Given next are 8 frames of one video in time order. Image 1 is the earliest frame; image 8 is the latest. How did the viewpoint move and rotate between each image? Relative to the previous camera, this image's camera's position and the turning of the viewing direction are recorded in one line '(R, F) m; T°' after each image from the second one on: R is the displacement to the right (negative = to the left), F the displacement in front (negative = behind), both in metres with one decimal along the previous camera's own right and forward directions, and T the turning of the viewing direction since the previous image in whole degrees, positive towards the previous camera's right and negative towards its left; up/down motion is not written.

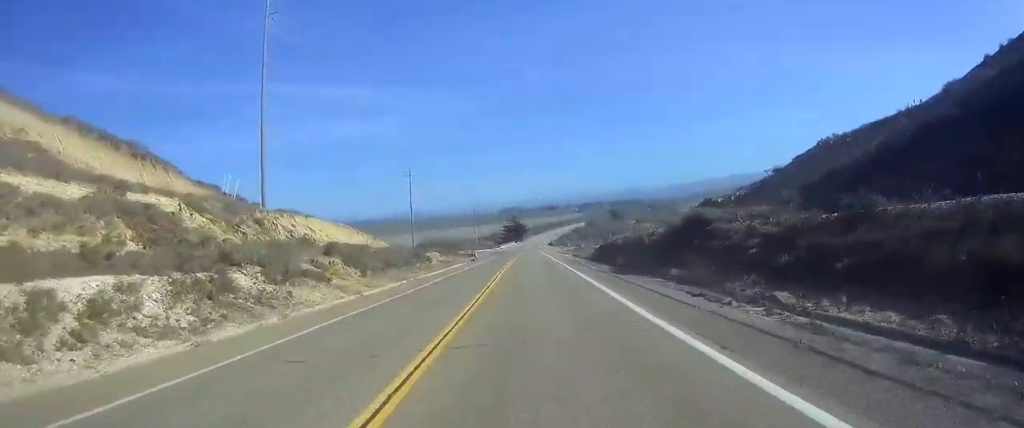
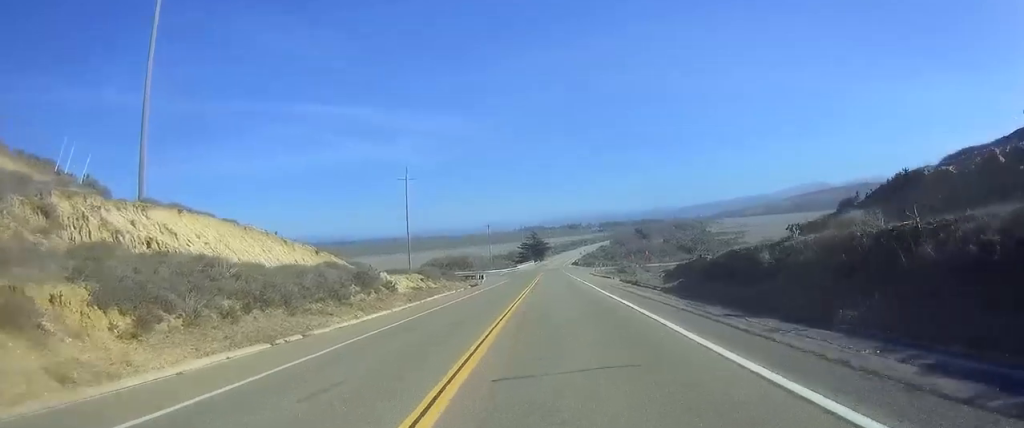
(0.0, +27.8) m; 0°
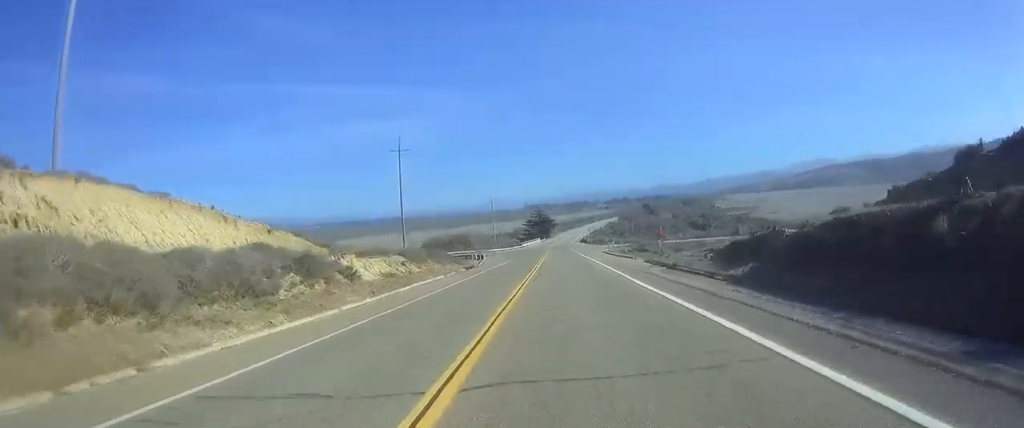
(0.0, +10.5) m; 0°
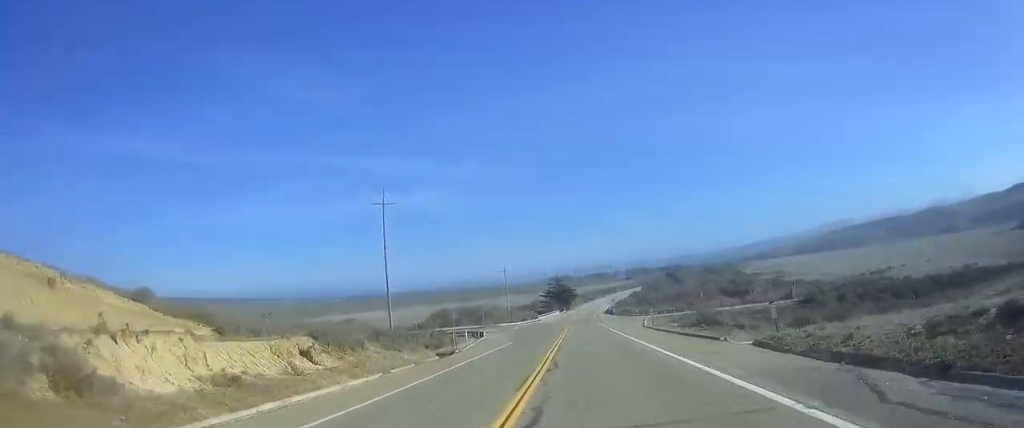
(+0.2, +21.8) m; +1°
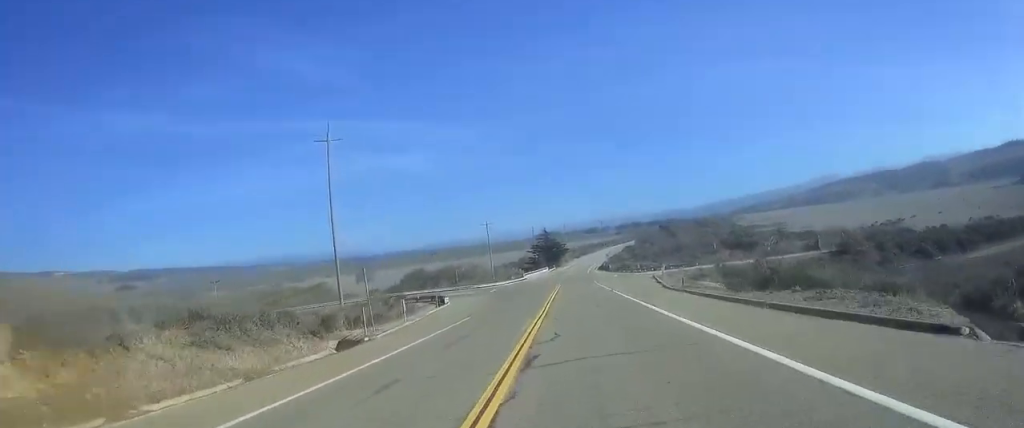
(+0.1, +17.9) m; 0°
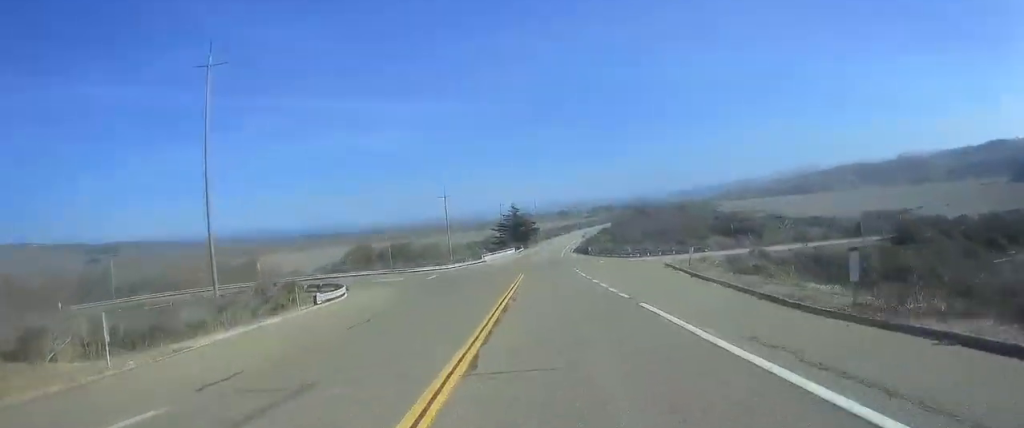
(+0.1, +23.5) m; 0°
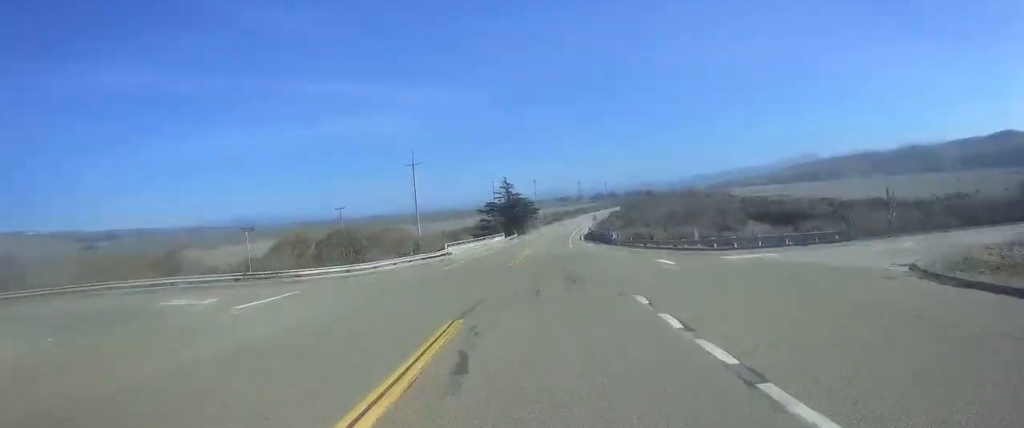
(+0.3, +35.5) m; +1°
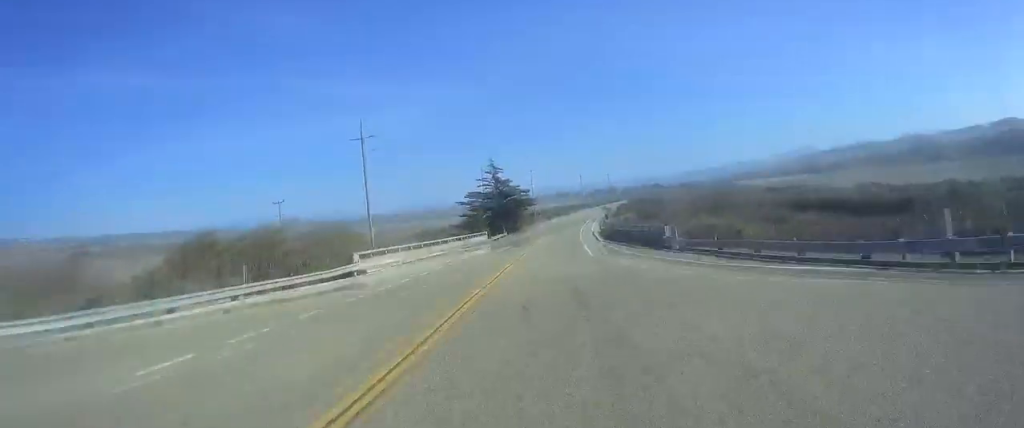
(+0.4, +30.2) m; +1°
